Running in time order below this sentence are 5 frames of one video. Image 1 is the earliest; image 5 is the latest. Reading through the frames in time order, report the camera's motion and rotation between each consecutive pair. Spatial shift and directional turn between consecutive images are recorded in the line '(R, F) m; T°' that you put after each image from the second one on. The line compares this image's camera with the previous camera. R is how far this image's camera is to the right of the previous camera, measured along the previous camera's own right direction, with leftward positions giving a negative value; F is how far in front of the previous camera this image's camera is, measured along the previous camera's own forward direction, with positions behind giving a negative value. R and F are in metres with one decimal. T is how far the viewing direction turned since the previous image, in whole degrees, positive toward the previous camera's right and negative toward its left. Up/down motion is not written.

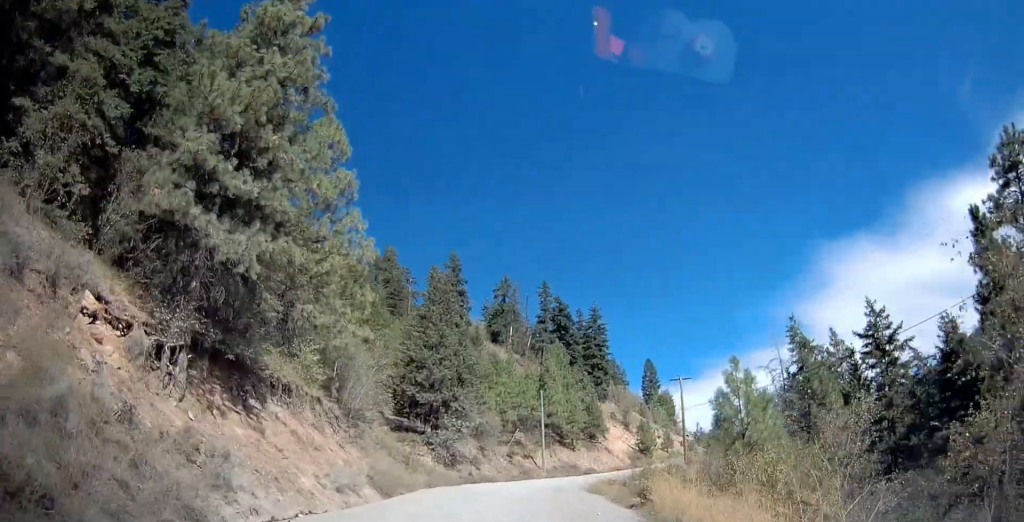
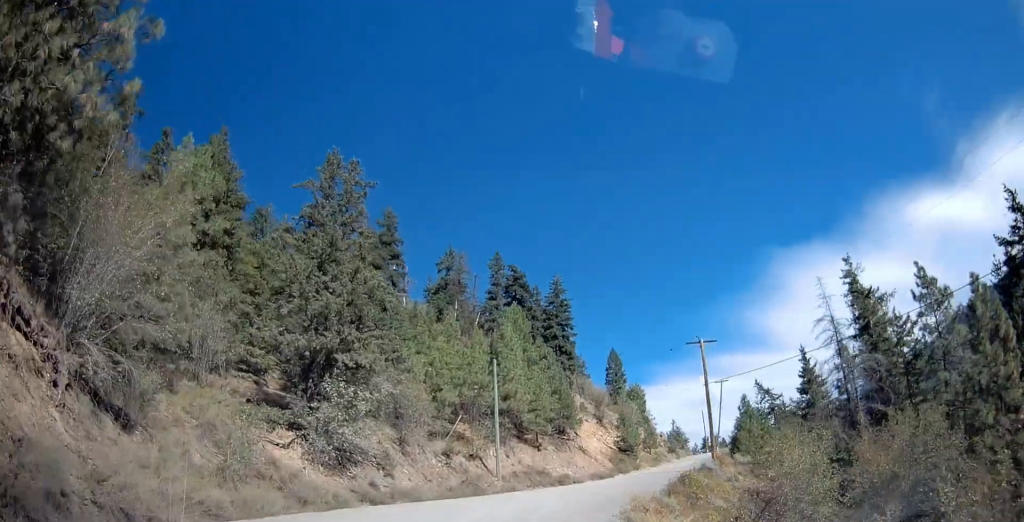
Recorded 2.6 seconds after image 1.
(+1.5, +19.5) m; +9°
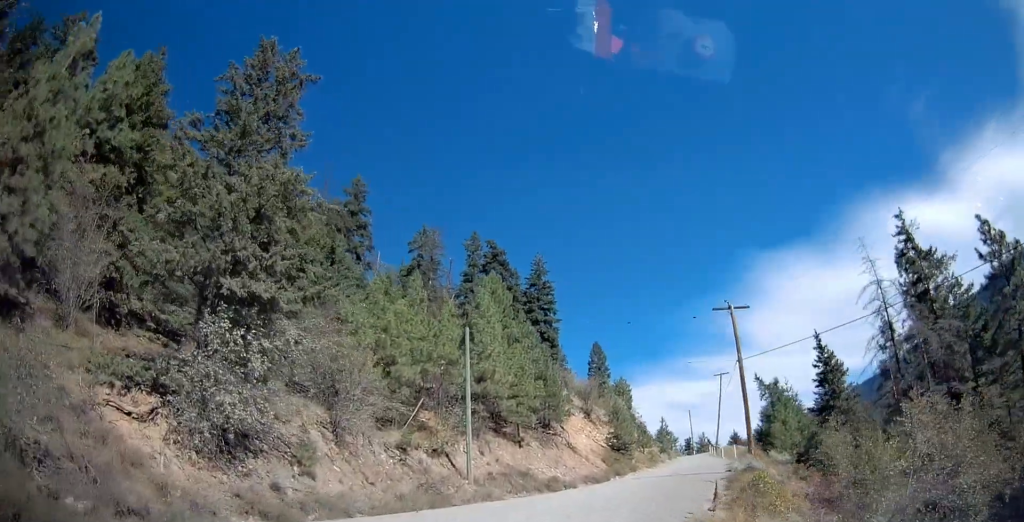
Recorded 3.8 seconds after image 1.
(-0.1, +9.3) m; -1°
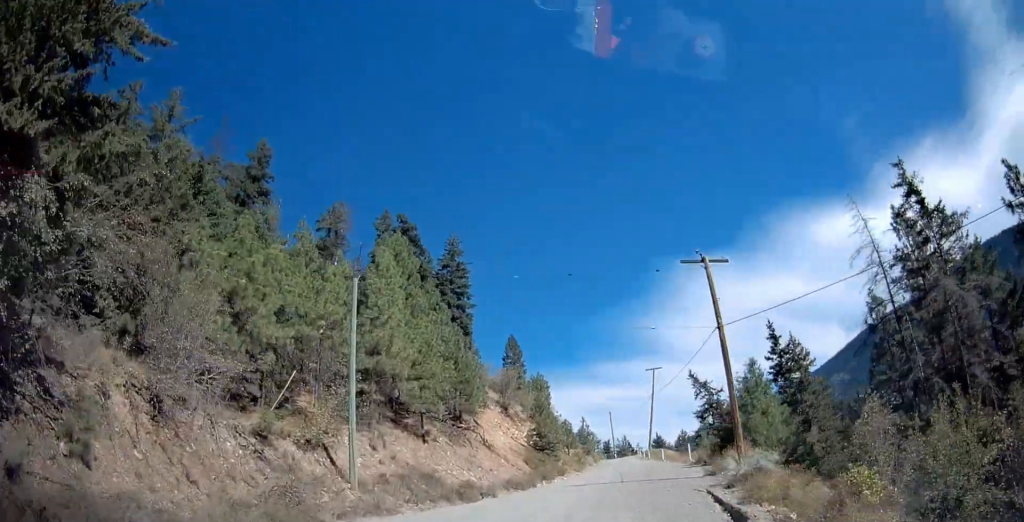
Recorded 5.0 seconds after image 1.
(0.0, +8.4) m; +6°
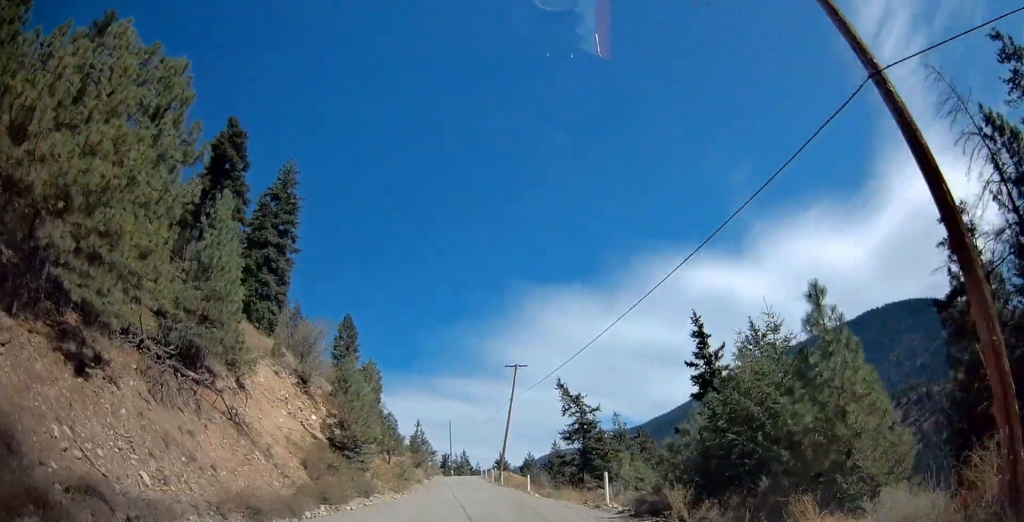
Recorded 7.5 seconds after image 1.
(+3.3, +17.3) m; +19°
